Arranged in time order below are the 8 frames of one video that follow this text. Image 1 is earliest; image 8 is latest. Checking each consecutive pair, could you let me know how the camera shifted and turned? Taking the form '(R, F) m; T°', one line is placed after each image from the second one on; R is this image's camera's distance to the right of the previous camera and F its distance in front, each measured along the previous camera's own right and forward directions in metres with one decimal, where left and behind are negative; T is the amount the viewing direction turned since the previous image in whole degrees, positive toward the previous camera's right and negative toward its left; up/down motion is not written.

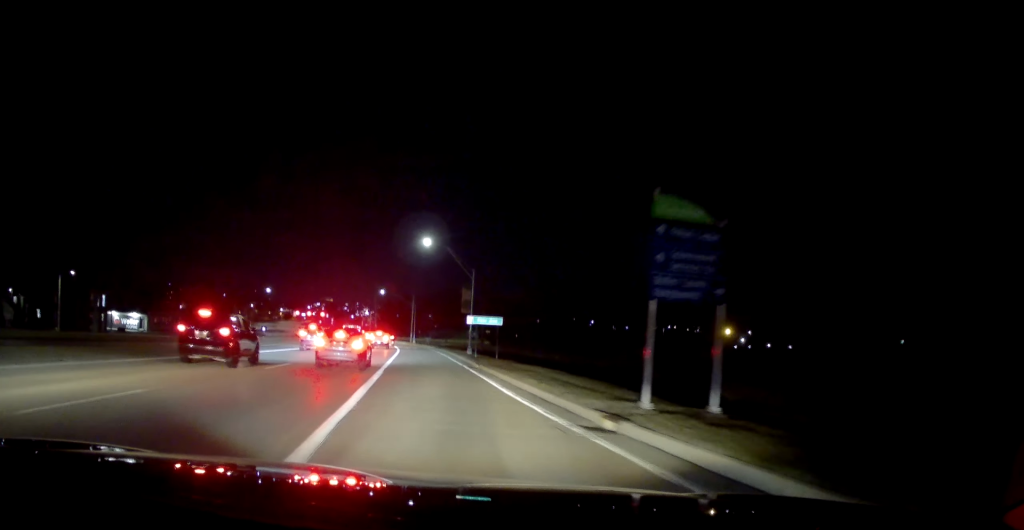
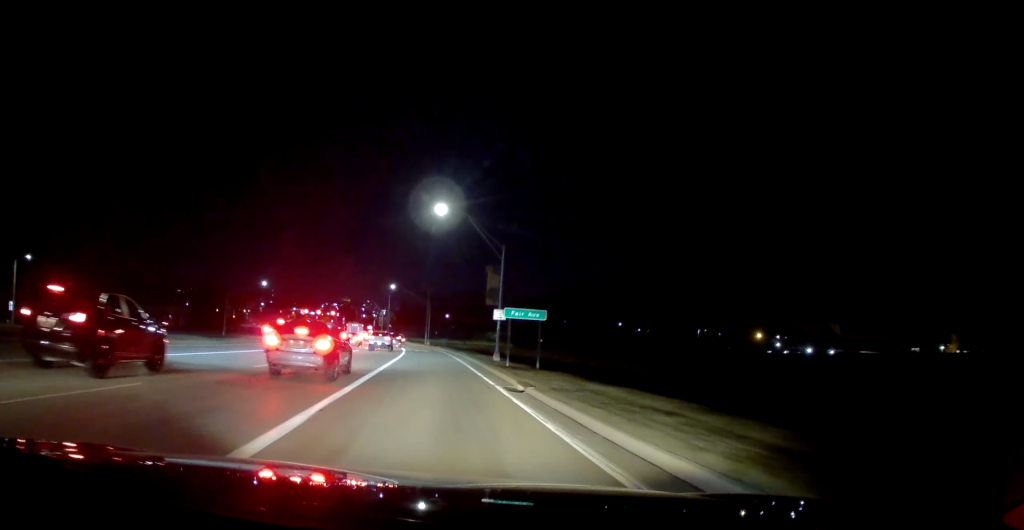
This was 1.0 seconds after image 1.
(+0.1, +12.8) m; -1°
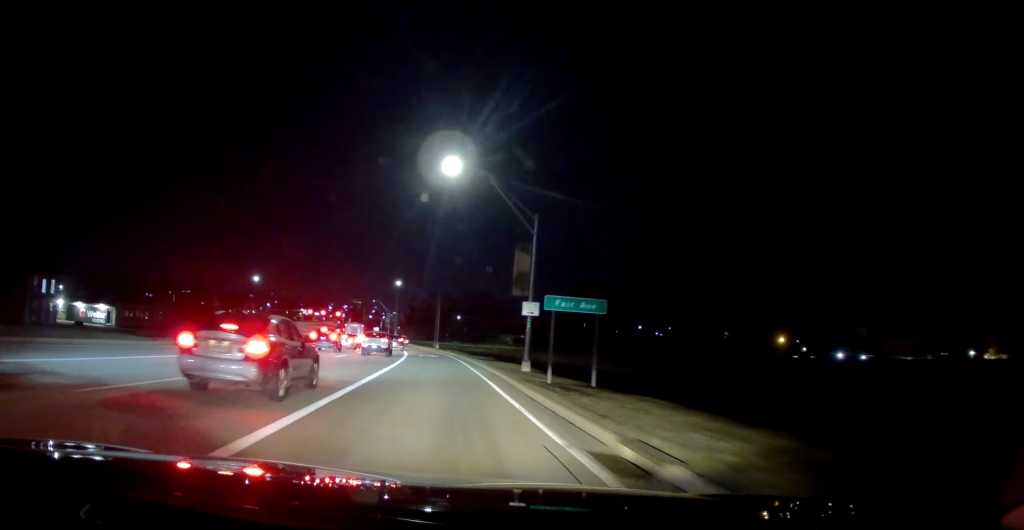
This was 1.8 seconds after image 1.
(-0.2, +9.8) m; -3°
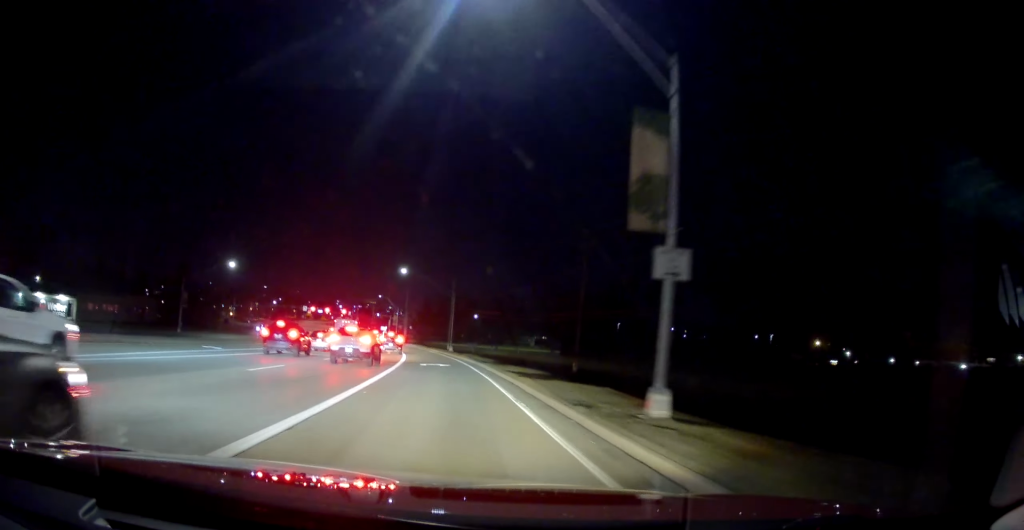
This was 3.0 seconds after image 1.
(-0.6, +16.0) m; -1°
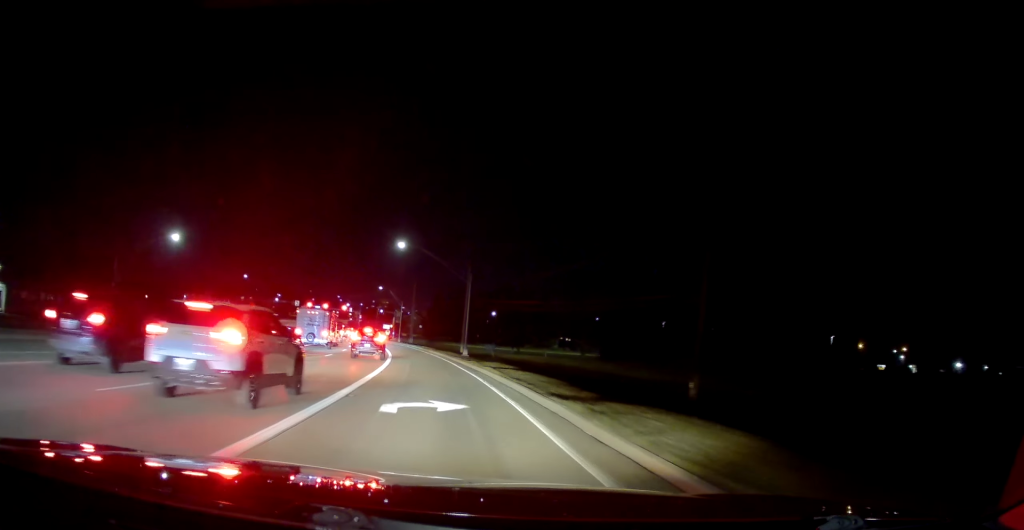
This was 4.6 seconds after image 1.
(+0.4, +19.7) m; -1°
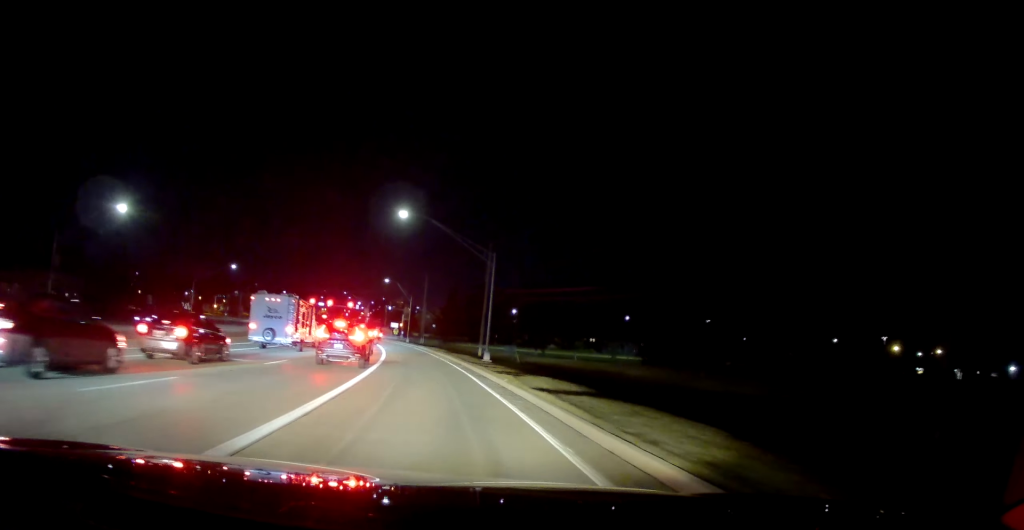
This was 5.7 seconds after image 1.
(-0.8, +12.8) m; -2°
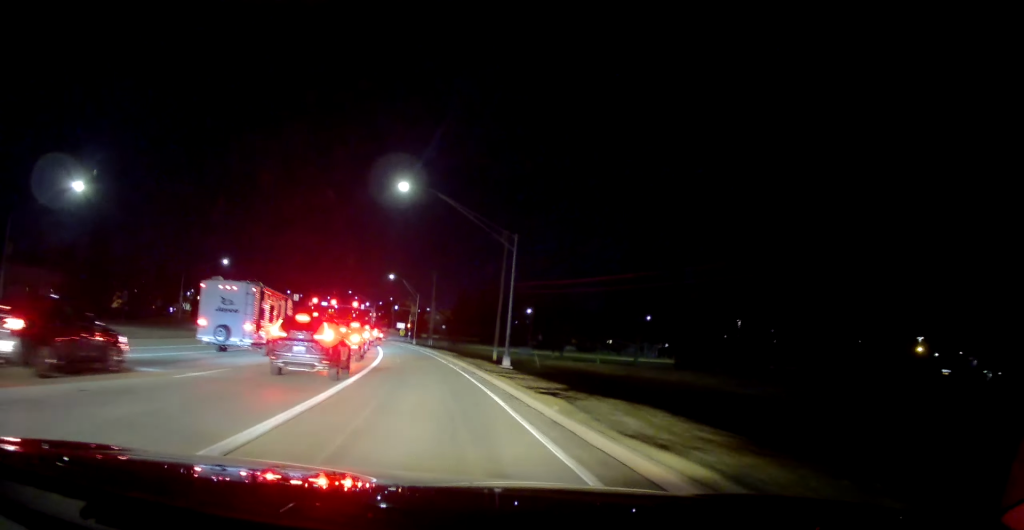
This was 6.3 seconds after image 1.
(+0.2, +7.5) m; 0°
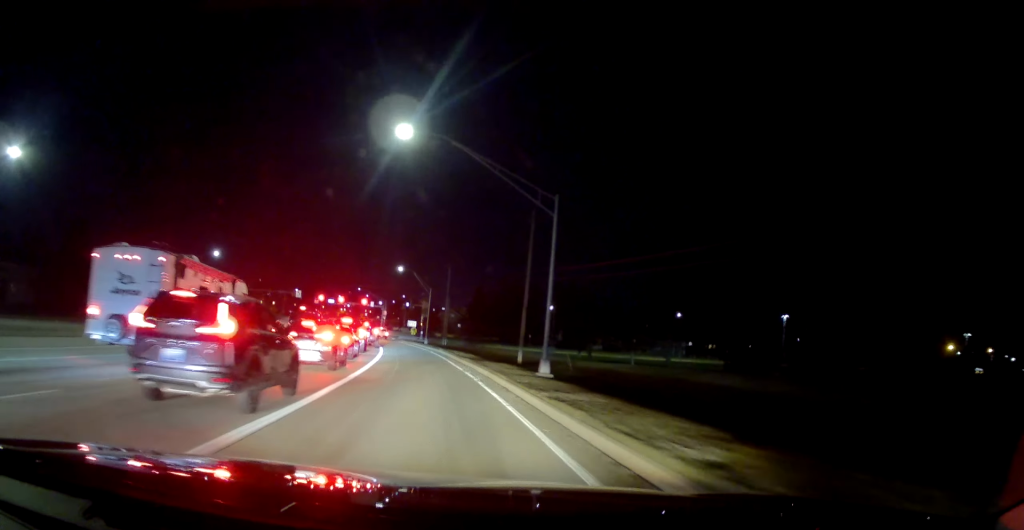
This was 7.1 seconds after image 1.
(-0.1, +8.6) m; 0°
